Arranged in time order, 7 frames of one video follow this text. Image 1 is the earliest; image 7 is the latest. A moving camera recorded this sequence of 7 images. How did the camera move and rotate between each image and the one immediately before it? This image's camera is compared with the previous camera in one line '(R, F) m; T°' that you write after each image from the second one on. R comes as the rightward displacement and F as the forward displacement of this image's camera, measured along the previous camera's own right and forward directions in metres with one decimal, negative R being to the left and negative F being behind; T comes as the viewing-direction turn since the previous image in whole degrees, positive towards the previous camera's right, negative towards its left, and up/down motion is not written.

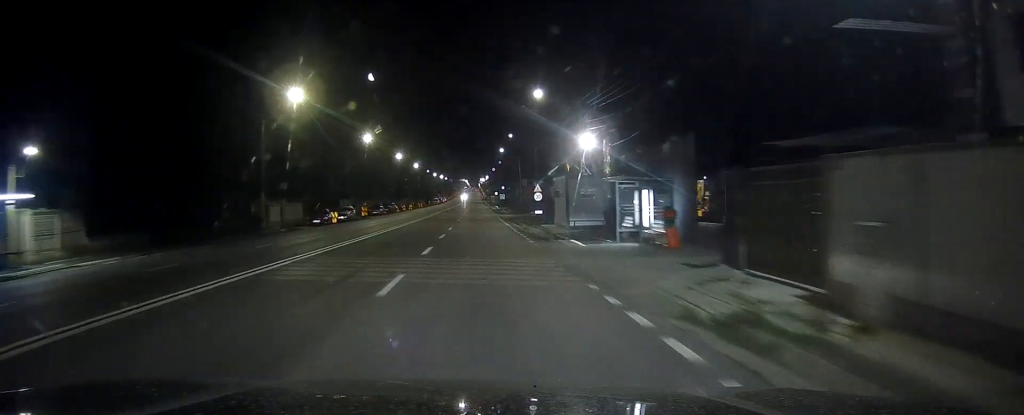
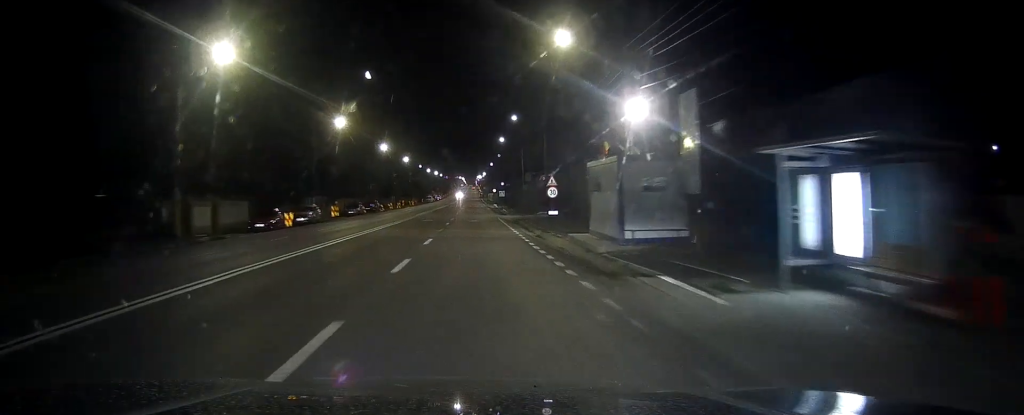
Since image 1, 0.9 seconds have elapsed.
(0.0, +14.7) m; 0°
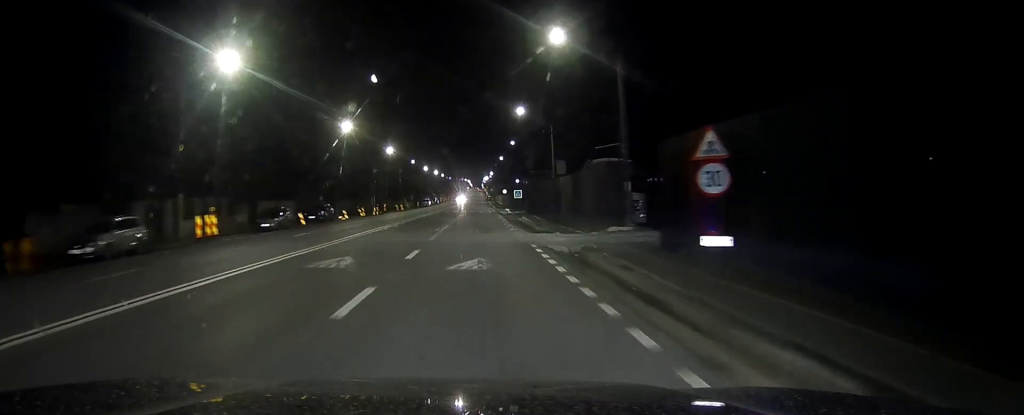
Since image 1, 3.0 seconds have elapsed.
(-0.3, +32.4) m; -1°
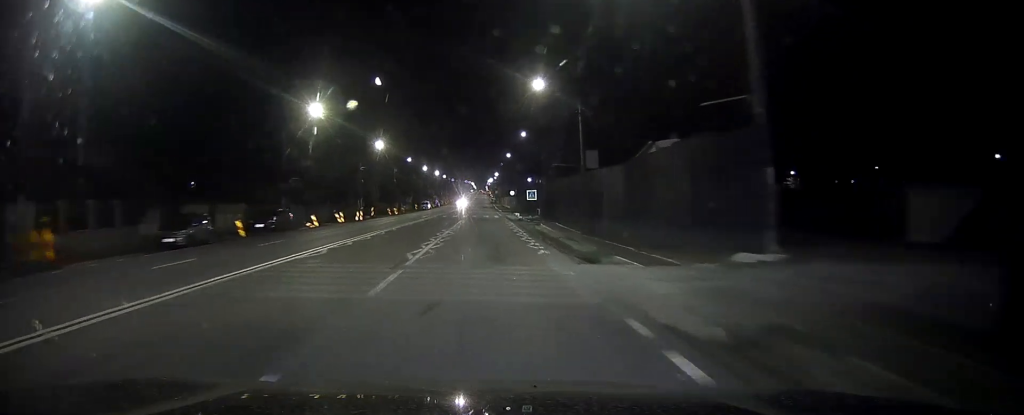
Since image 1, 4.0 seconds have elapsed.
(0.0, +15.0) m; 0°
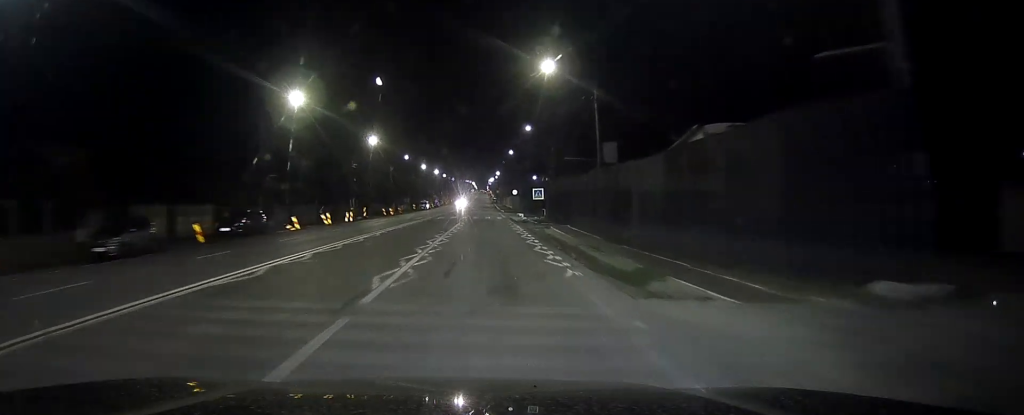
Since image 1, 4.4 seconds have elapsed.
(0.0, +6.1) m; 0°
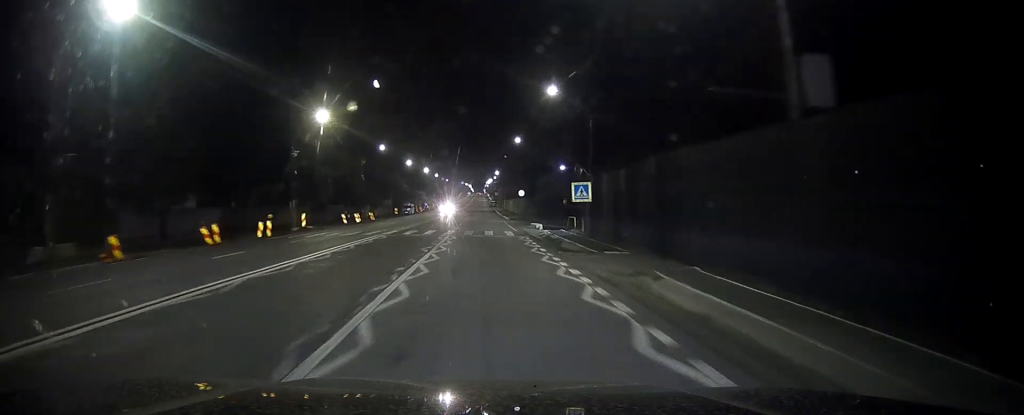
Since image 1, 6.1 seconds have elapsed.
(-0.1, +25.7) m; 0°
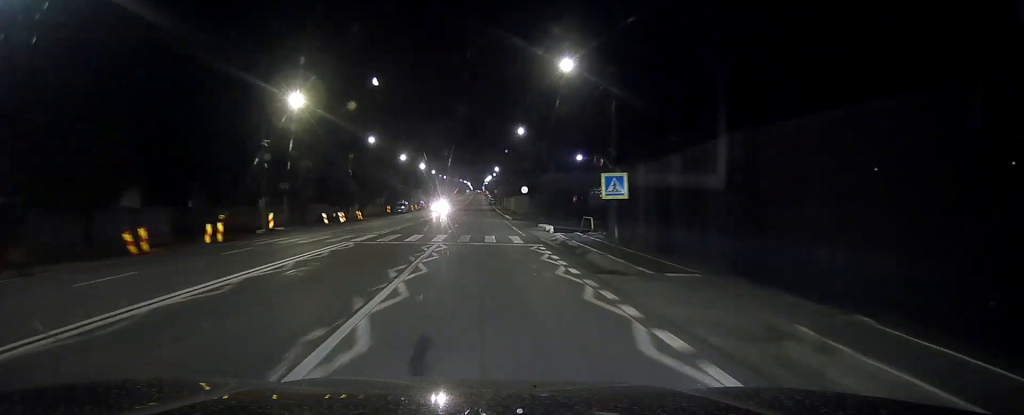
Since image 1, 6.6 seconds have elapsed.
(+0.1, +8.0) m; 0°
